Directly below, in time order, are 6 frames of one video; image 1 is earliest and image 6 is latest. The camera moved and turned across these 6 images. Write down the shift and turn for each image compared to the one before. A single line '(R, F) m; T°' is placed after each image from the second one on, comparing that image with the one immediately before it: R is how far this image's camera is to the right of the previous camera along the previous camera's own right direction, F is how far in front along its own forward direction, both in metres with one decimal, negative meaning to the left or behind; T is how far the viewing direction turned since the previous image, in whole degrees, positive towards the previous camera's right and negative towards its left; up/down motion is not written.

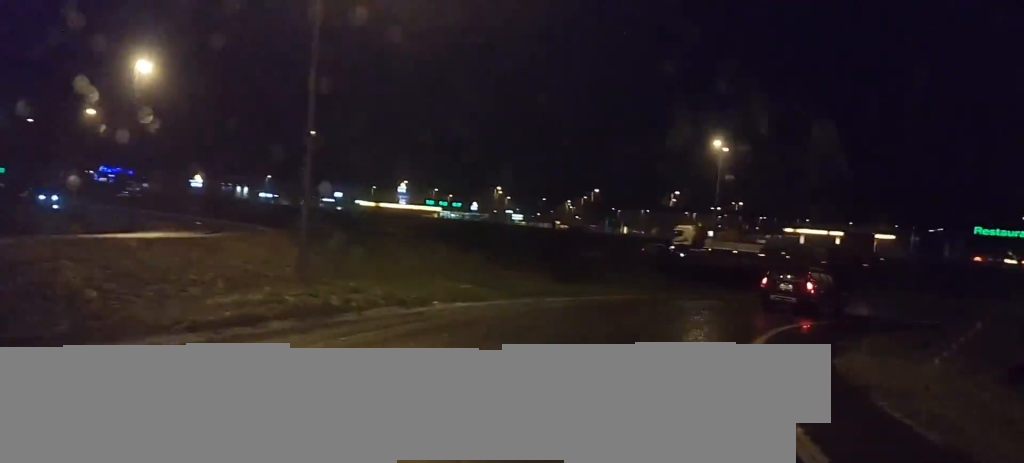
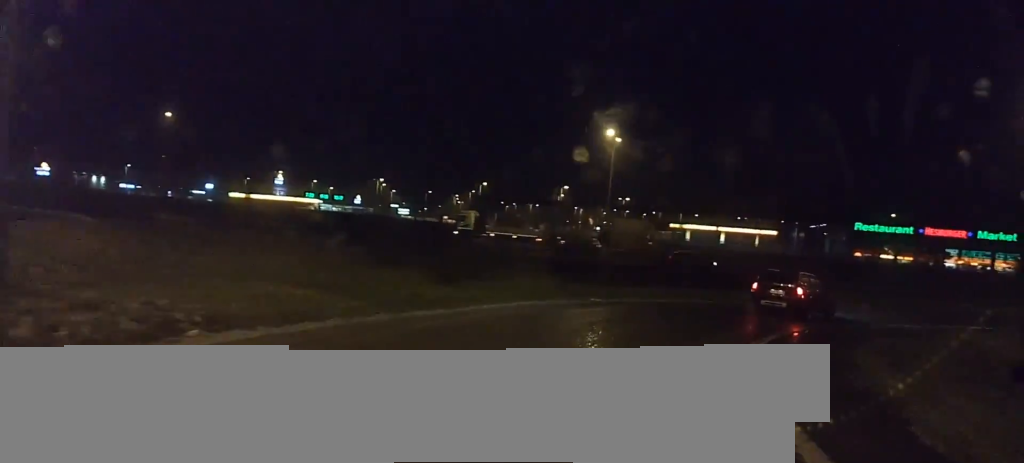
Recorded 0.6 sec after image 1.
(+0.4, +6.1) m; +9°
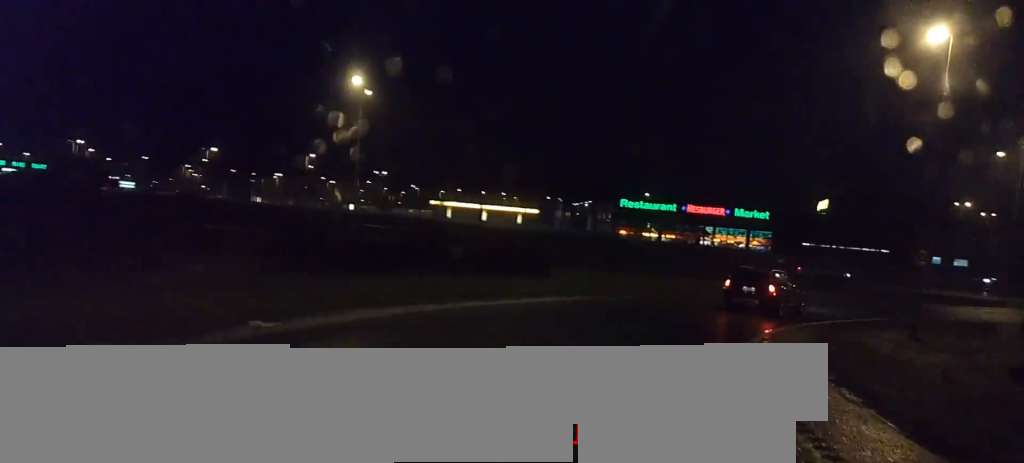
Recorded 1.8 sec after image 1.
(+2.3, +12.9) m; +23°
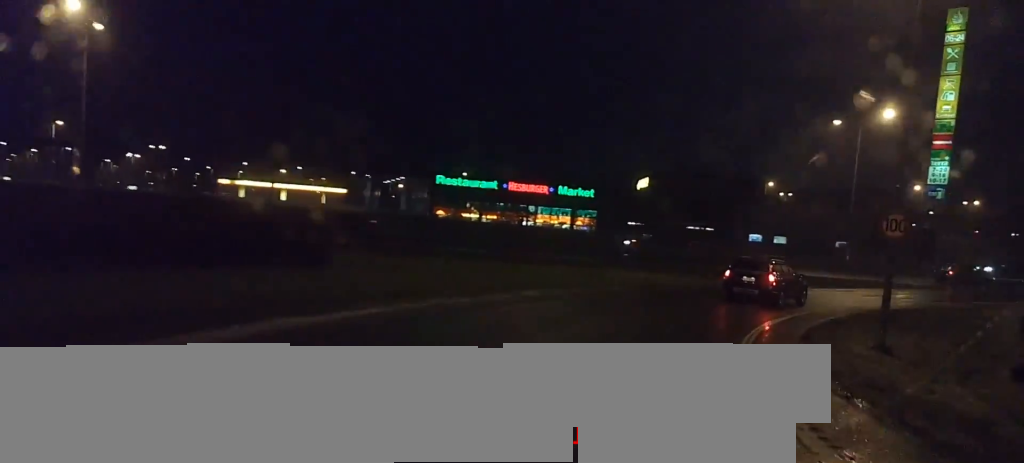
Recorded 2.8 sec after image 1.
(+2.0, +11.6) m; +18°
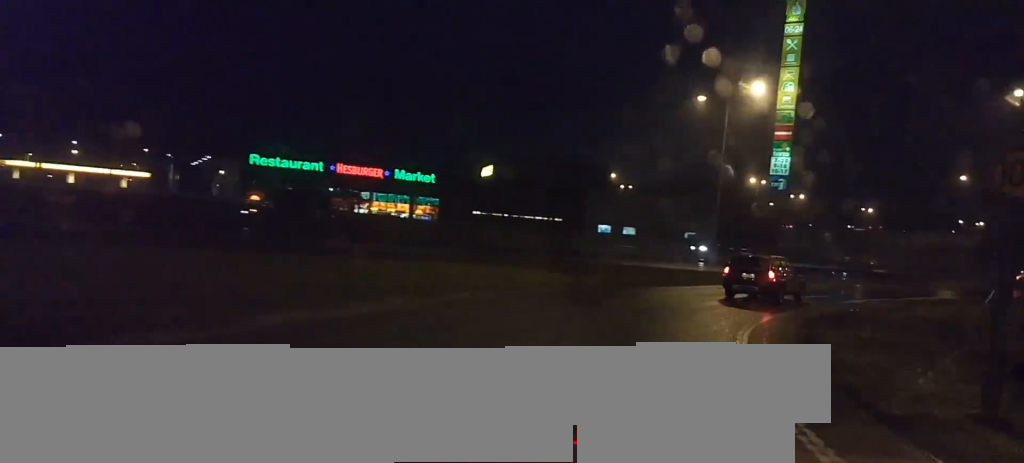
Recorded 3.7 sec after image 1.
(+1.3, +10.0) m; +15°
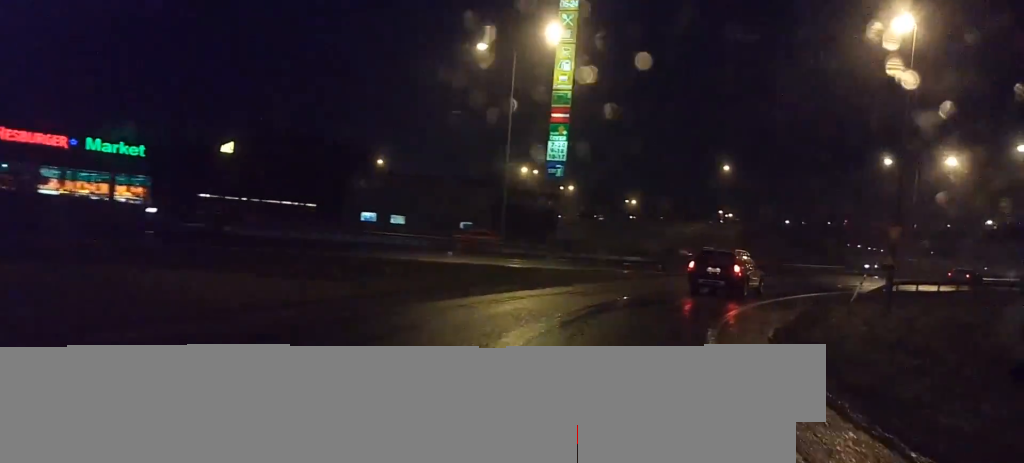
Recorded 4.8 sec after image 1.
(+2.3, +13.6) m; +13°
